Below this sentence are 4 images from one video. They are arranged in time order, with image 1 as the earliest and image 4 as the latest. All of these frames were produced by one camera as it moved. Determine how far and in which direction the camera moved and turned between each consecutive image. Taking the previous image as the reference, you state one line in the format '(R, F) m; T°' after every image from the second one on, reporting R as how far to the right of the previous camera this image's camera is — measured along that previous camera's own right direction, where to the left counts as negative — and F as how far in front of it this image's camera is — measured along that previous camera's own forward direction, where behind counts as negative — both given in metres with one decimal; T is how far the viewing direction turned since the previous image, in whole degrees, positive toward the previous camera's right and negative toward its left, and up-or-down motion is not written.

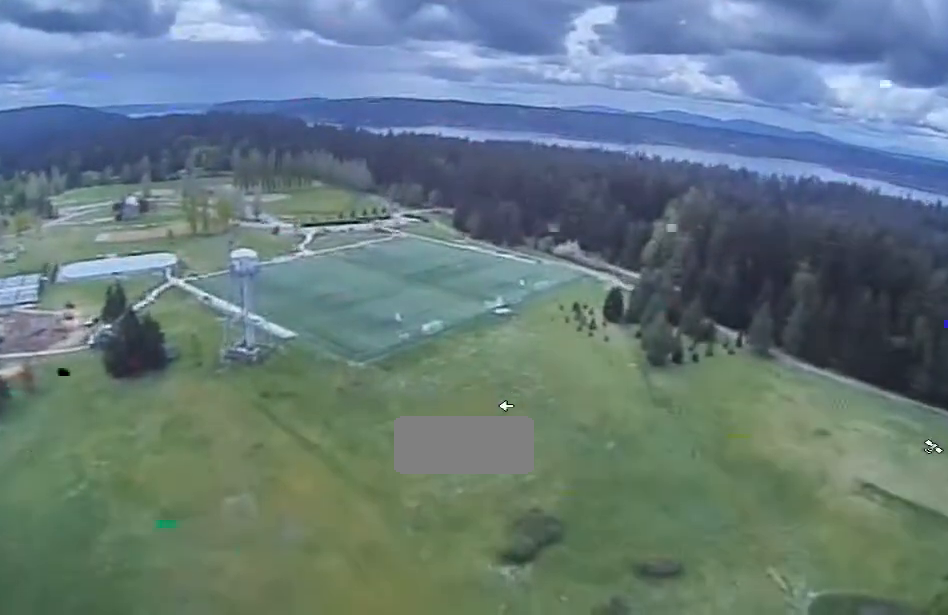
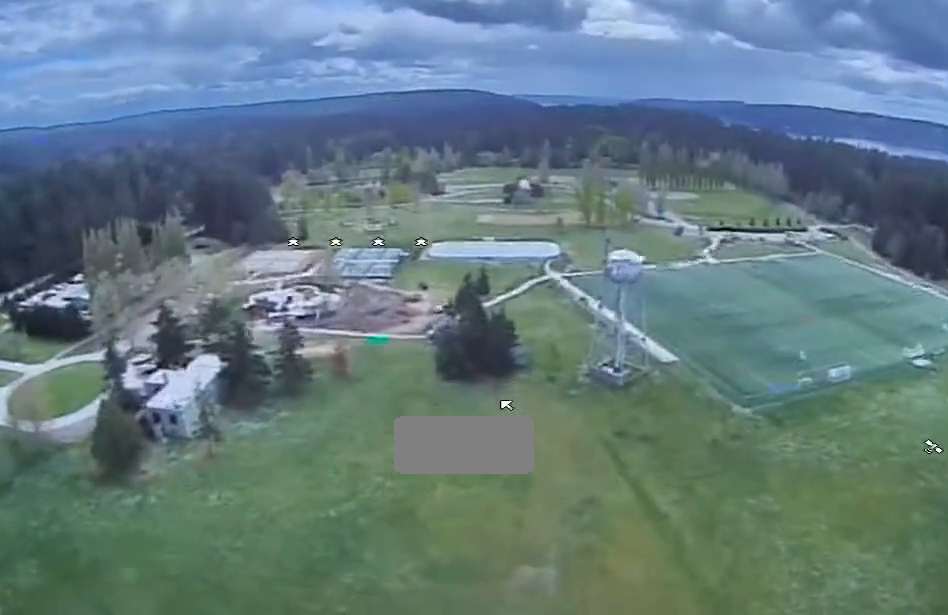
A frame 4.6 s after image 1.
(-25.8, +24.1) m; -59°
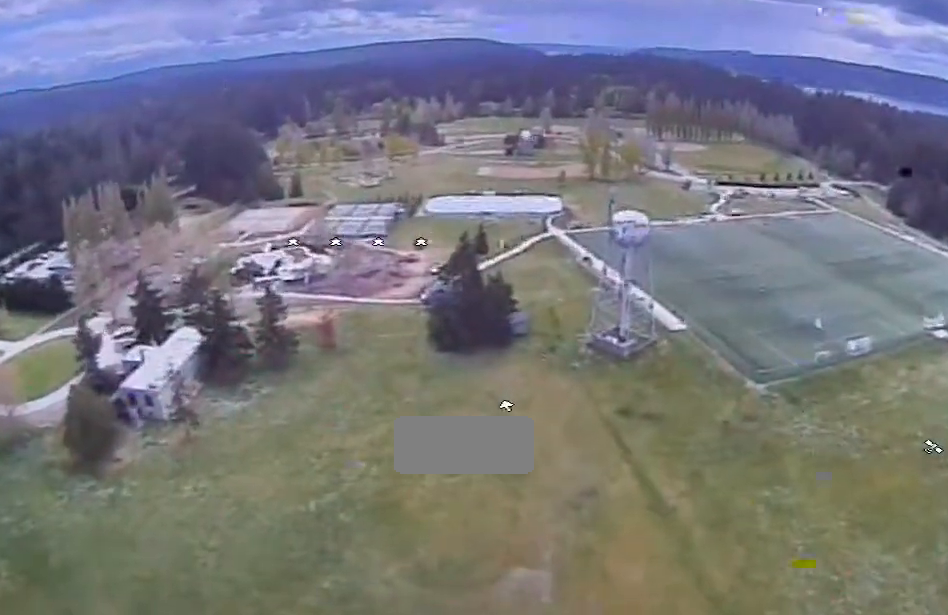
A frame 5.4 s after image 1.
(-0.3, +9.7) m; -5°
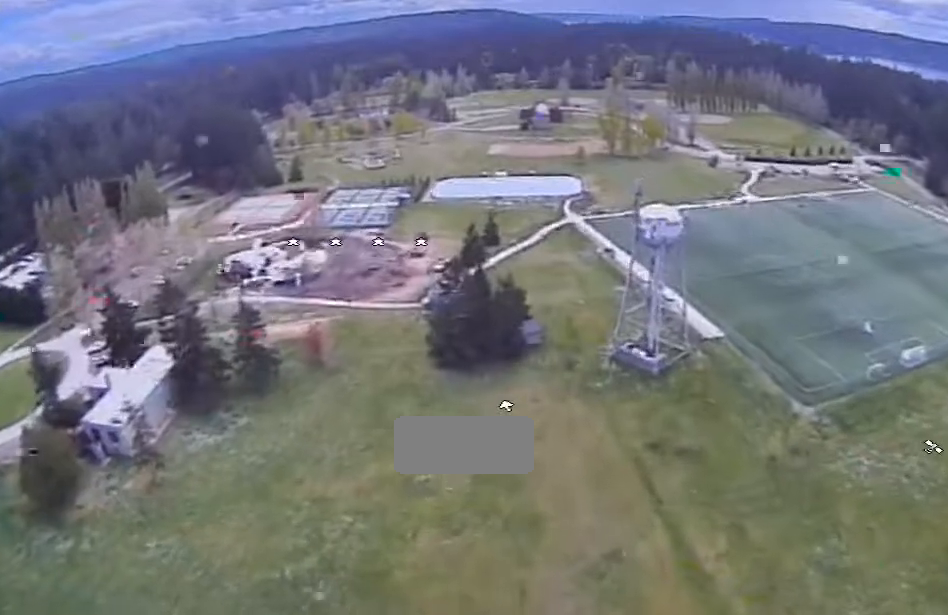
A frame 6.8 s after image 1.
(-1.4, +24.1) m; -5°
